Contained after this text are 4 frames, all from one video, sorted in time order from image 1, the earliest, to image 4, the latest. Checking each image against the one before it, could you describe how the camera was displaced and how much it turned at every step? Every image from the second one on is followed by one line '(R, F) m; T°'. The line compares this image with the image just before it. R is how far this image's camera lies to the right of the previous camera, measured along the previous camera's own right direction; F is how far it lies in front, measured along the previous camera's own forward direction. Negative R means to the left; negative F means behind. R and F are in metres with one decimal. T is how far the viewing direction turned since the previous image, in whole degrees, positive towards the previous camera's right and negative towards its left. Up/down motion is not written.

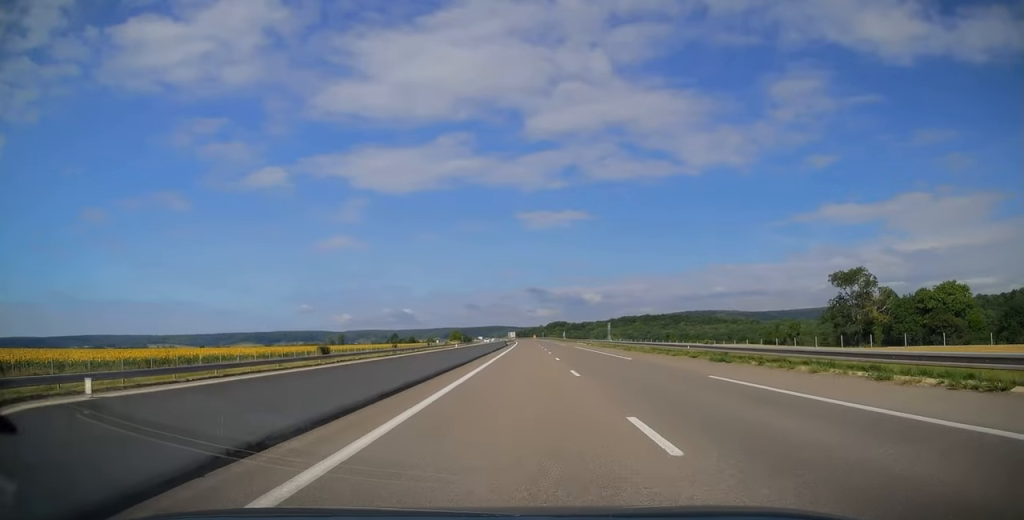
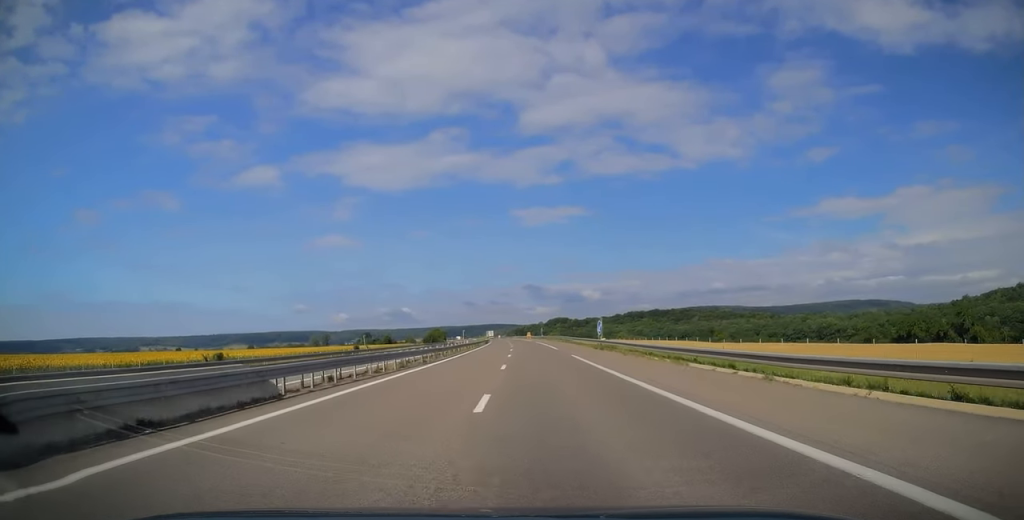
(-0.1, +86.1) m; -1°
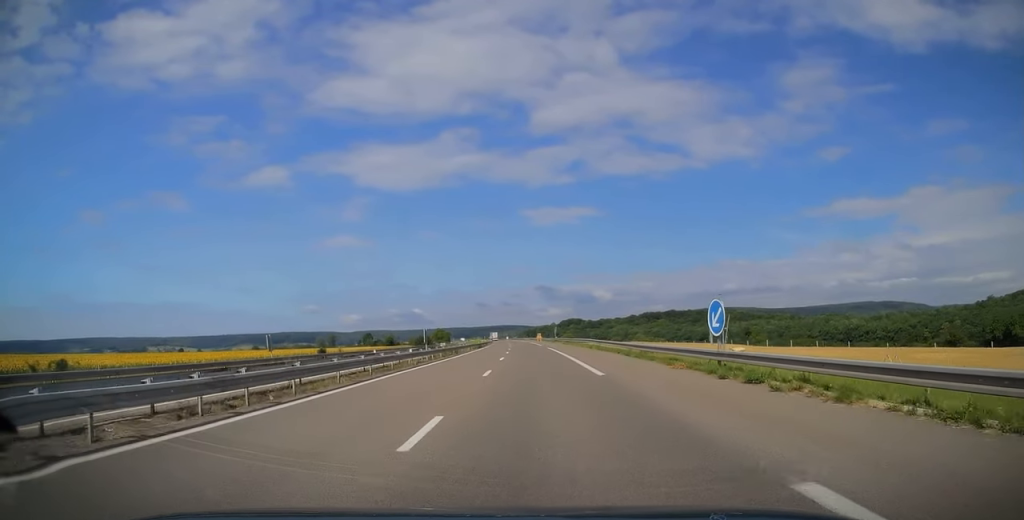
(0.0, +29.1) m; -2°
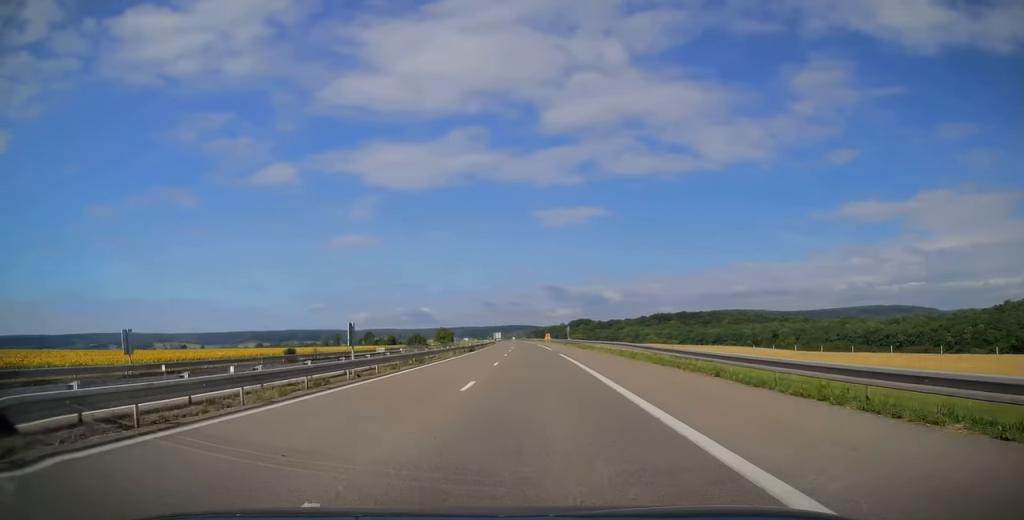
(-0.5, +18.1) m; -1°
